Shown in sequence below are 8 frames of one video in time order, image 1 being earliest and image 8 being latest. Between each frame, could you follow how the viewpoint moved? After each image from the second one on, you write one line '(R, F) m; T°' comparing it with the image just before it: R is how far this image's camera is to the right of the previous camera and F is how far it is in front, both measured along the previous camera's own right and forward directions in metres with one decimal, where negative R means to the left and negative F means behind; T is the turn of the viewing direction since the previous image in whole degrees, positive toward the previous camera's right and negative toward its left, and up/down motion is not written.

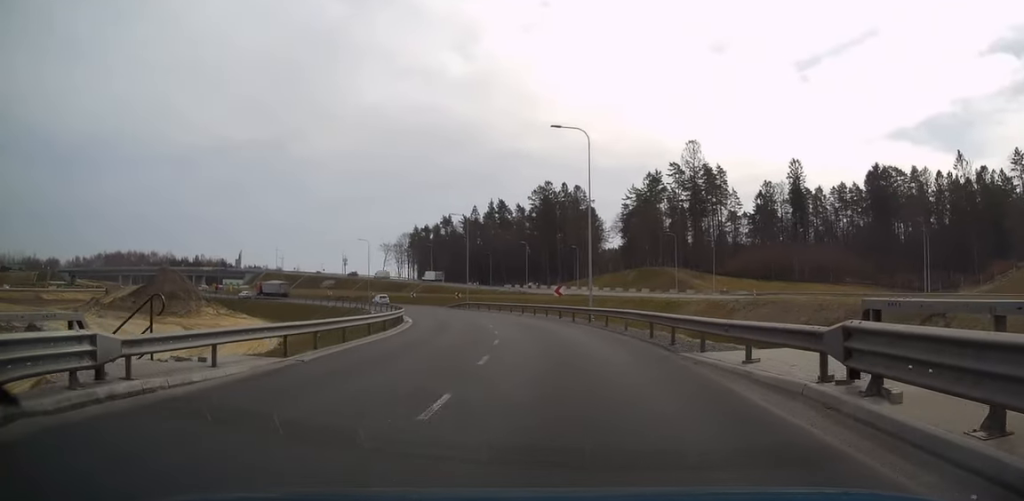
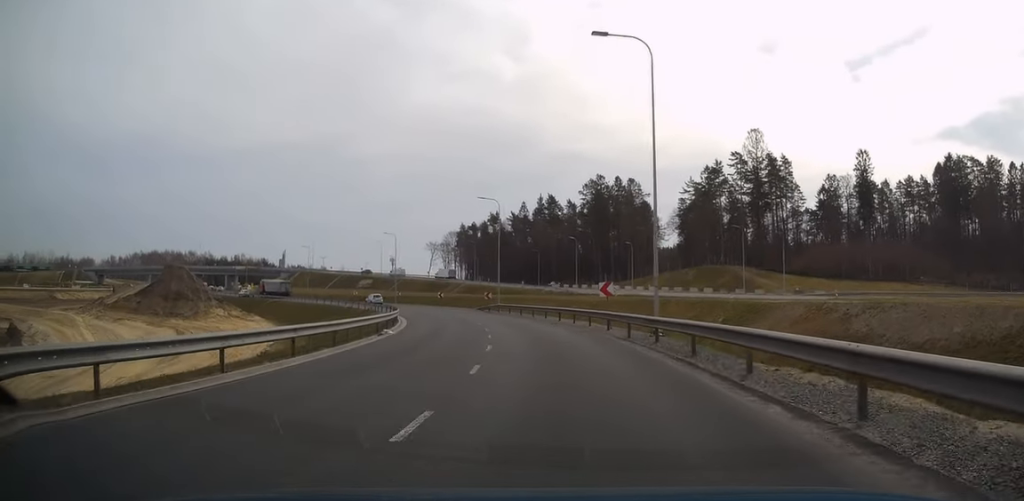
(-0.6, +13.2) m; -5°
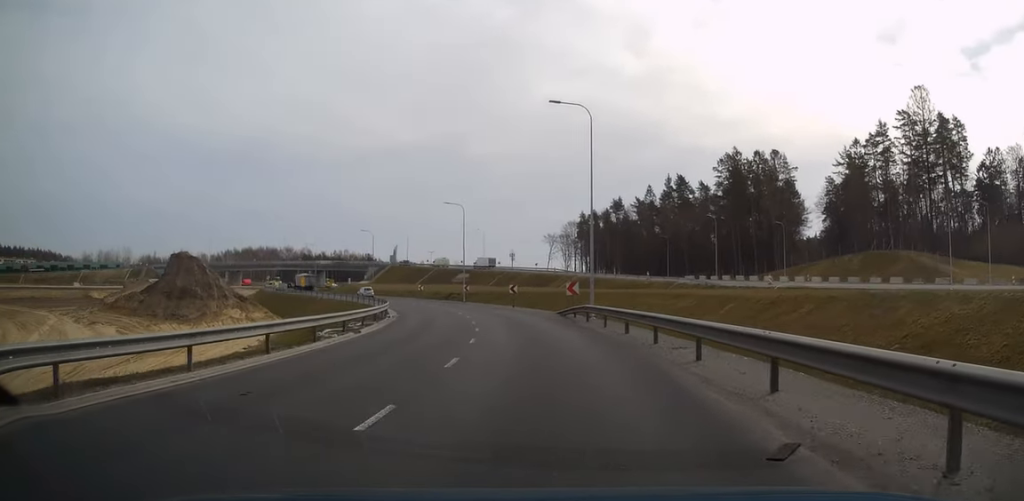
(-2.9, +29.5) m; -12°
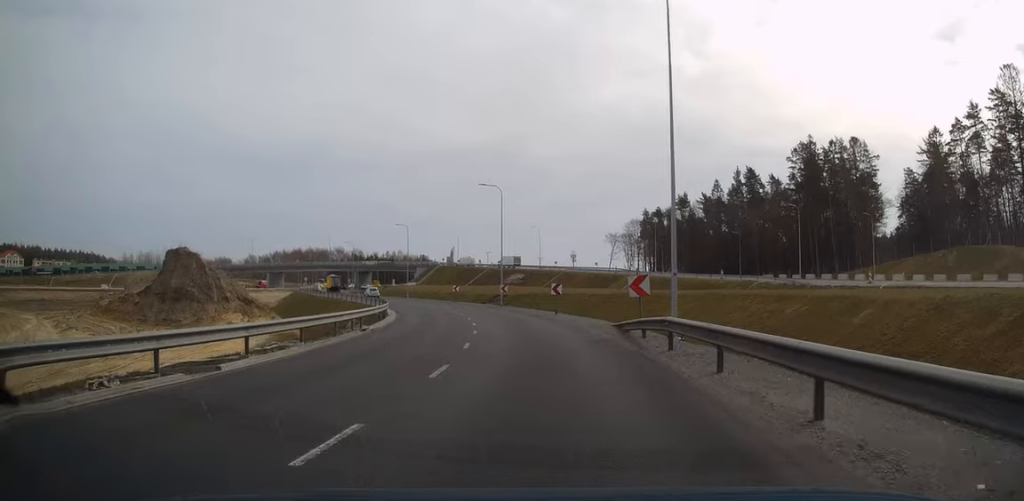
(-0.6, +13.7) m; -5°
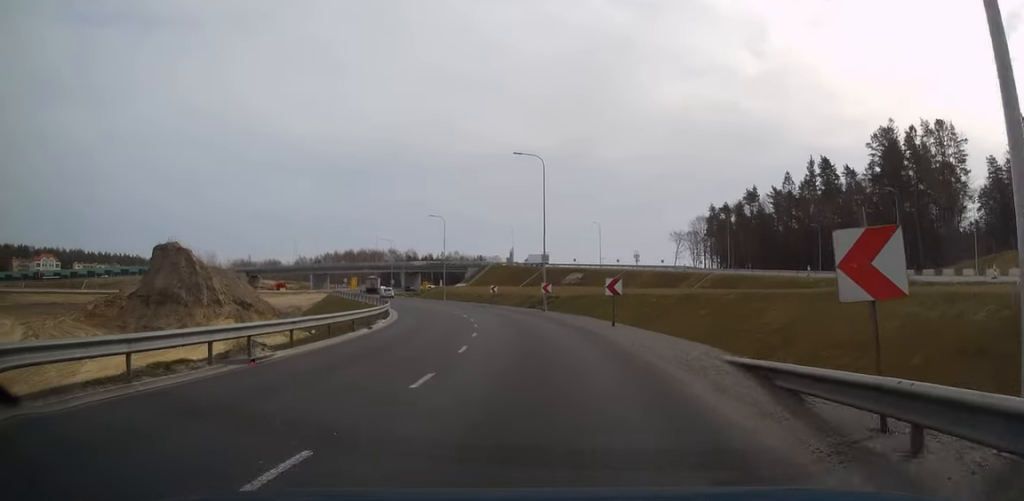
(-0.4, +13.5) m; -5°
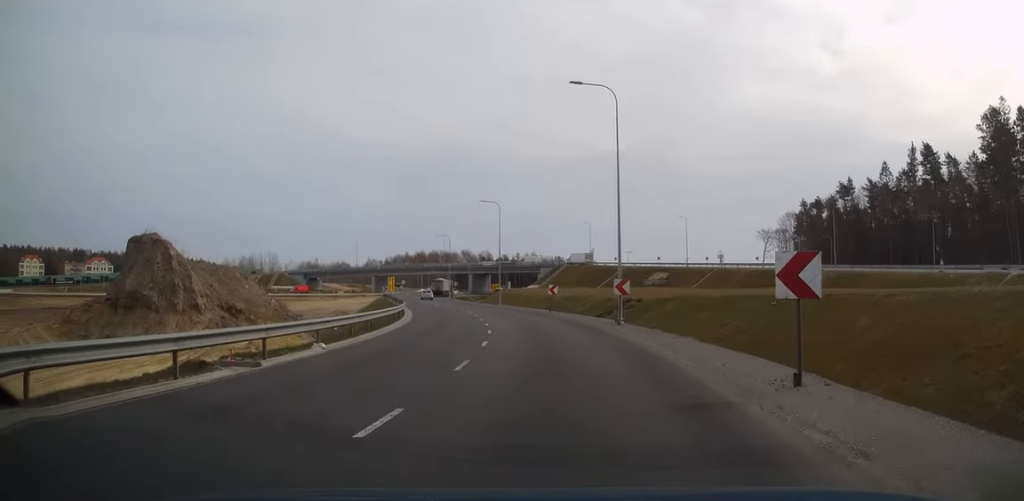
(-0.8, +15.7) m; -8°
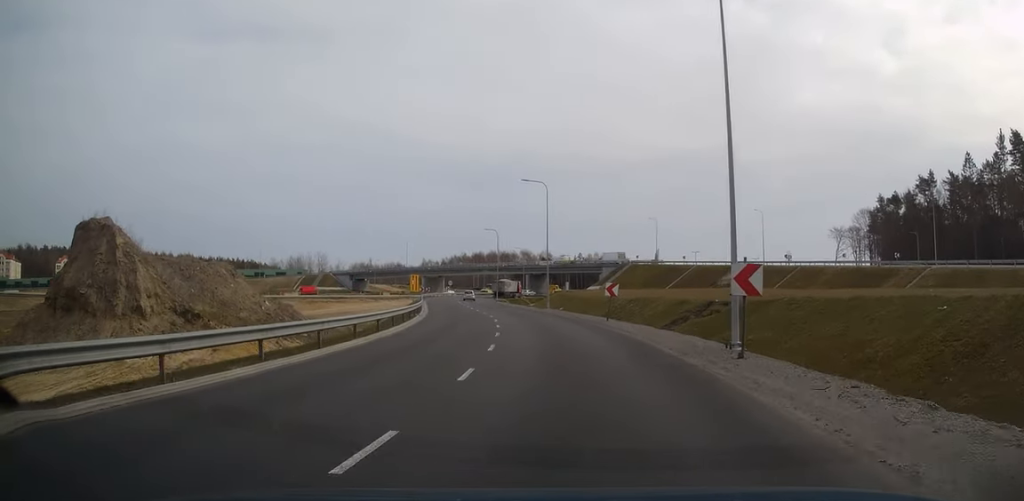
(-1.1, +13.5) m; -5°
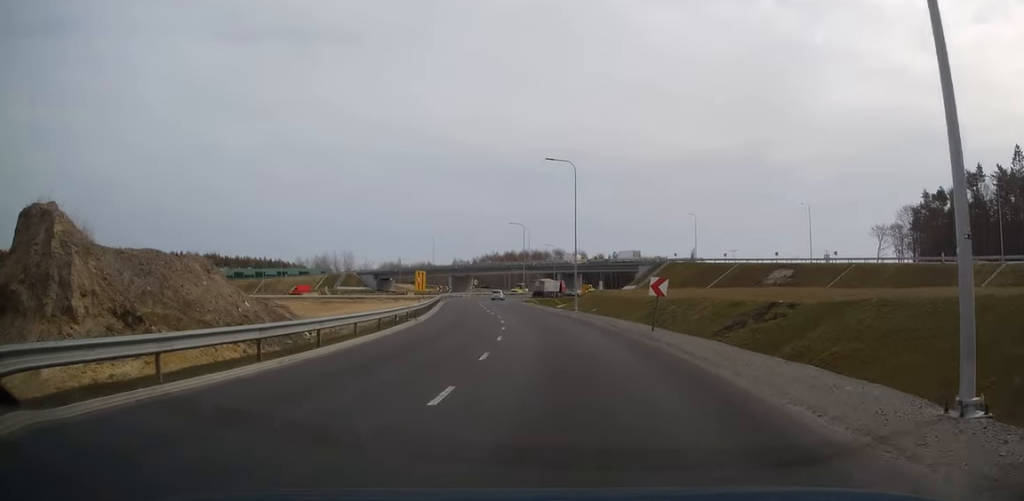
(-0.3, +8.5) m; -3°
